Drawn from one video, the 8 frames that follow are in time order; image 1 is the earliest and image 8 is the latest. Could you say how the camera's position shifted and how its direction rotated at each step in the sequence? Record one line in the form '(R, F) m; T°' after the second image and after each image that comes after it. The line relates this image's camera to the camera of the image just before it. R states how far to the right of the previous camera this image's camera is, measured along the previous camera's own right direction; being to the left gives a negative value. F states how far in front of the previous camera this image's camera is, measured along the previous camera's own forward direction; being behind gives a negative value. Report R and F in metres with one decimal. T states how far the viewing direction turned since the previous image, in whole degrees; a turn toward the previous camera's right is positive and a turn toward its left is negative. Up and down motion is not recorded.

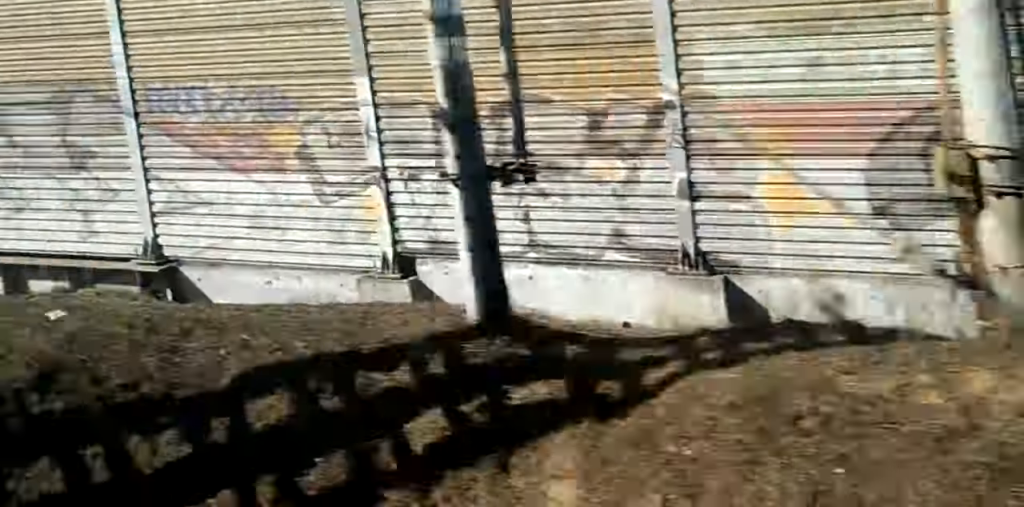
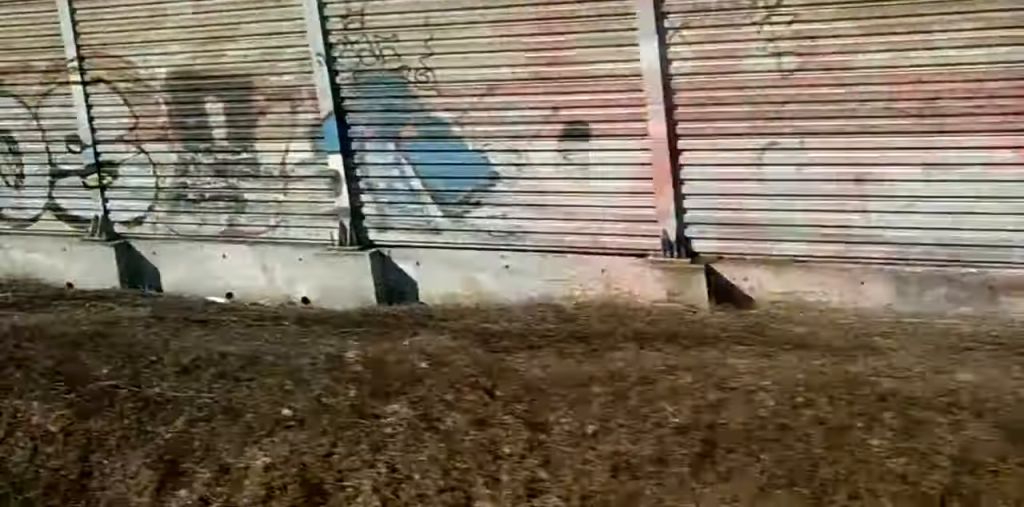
(0.0, +13.1) m; 0°
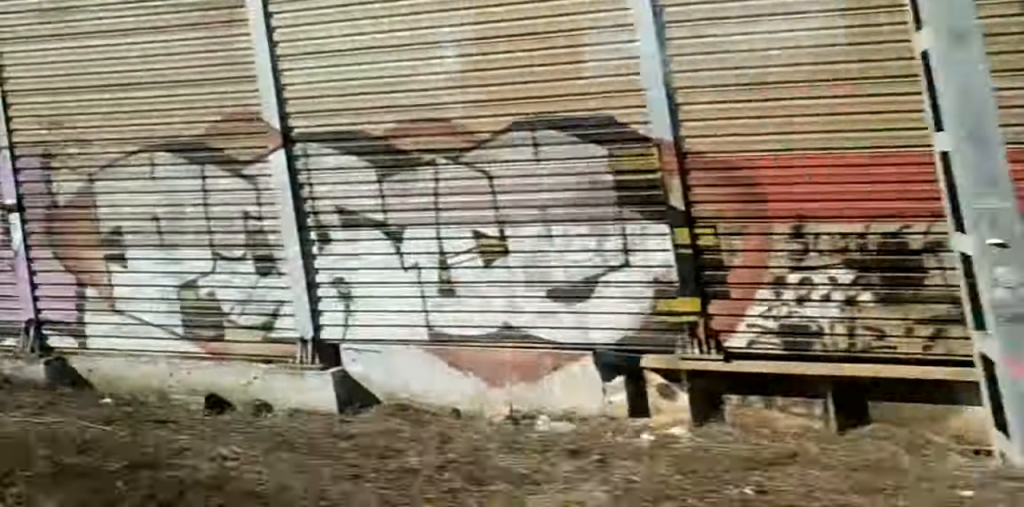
(+0.1, +38.8) m; 0°
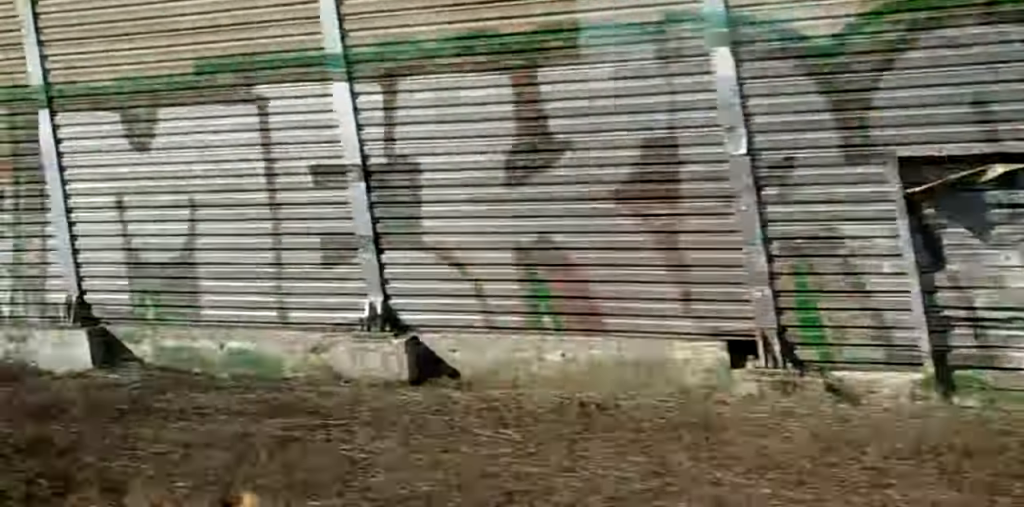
(0.0, +11.6) m; -1°
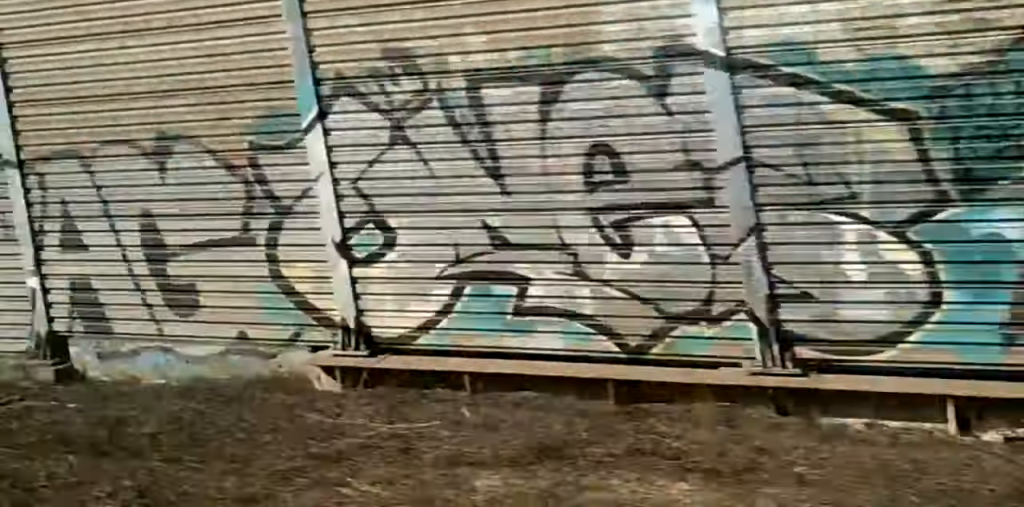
(-0.2, +16.2) m; -1°
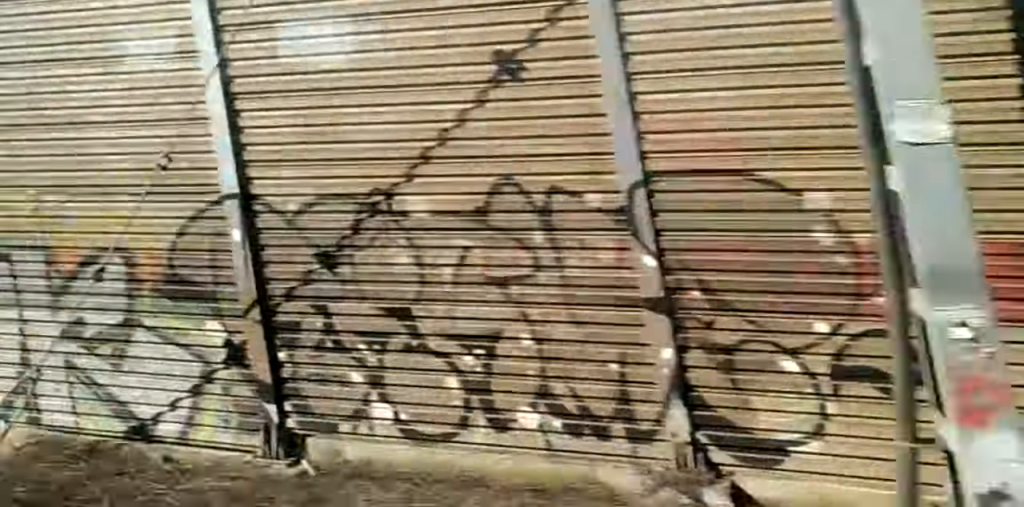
(+0.3, +24.9) m; +2°
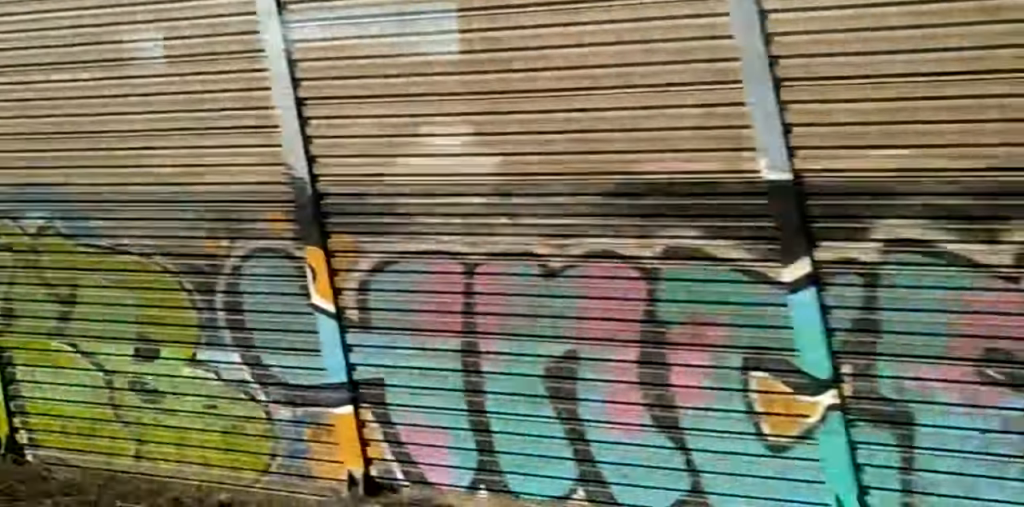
(+0.2, +15.7) m; -1°
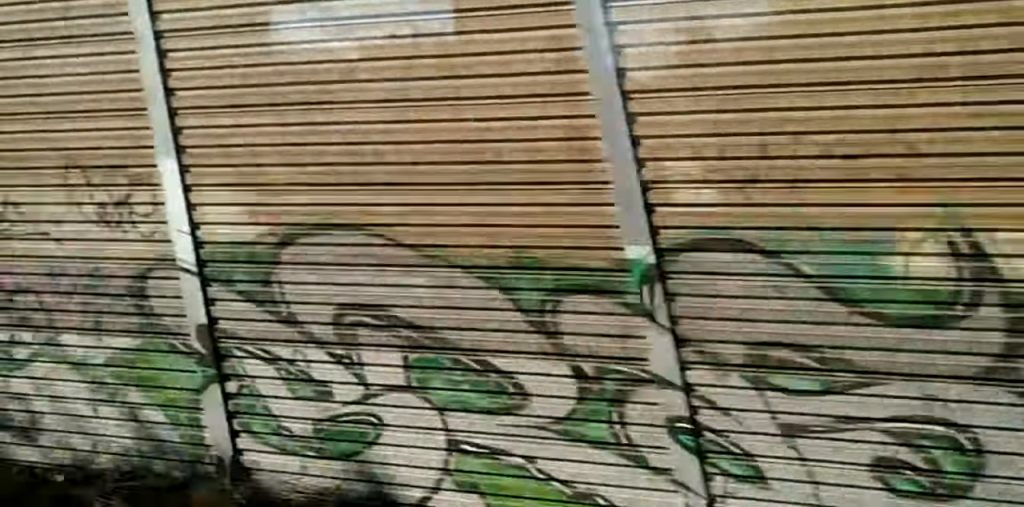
(0.0, +13.6) m; -2°
